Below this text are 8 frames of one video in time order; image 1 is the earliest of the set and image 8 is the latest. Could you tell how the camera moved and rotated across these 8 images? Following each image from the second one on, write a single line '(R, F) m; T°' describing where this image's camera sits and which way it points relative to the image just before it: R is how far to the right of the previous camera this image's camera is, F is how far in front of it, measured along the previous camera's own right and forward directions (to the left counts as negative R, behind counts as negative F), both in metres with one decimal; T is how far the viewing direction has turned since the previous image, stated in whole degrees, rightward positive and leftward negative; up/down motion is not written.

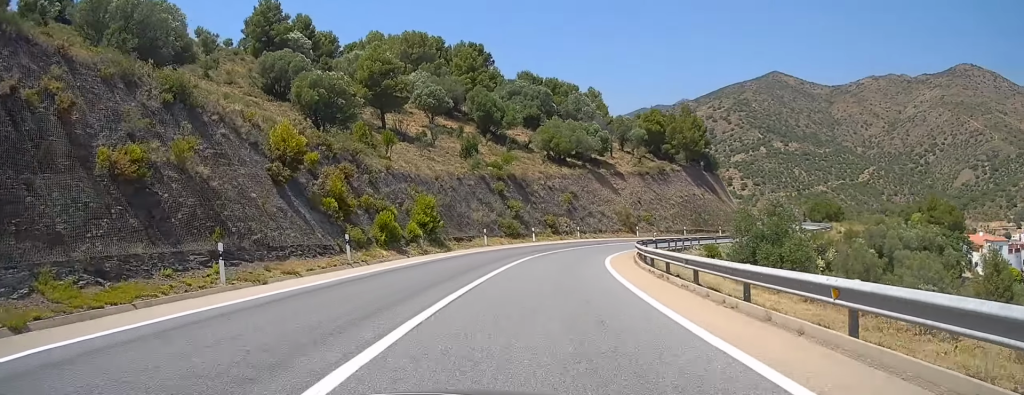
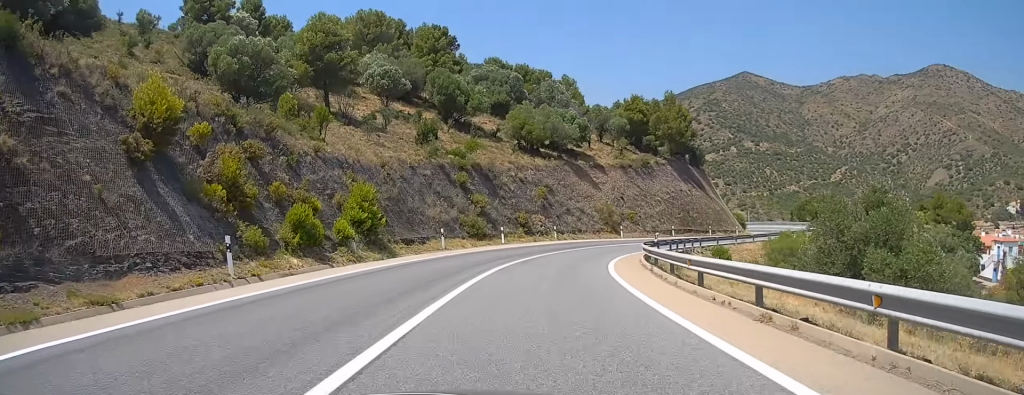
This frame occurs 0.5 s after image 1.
(+0.2, +9.0) m; +4°
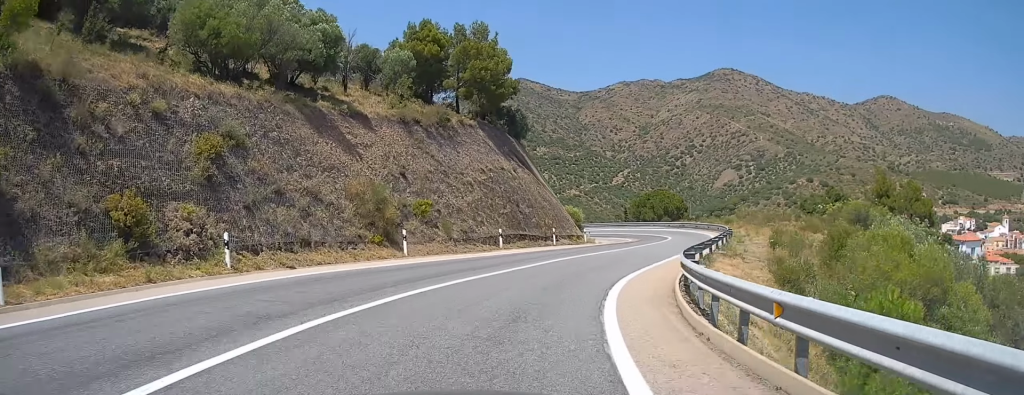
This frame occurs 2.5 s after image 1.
(+5.1, +32.0) m; +20°
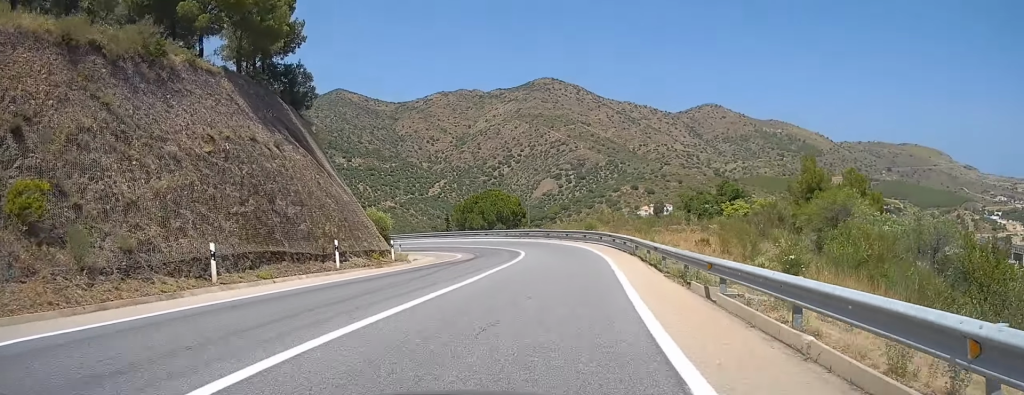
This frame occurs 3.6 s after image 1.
(+2.1, +18.4) m; +12°
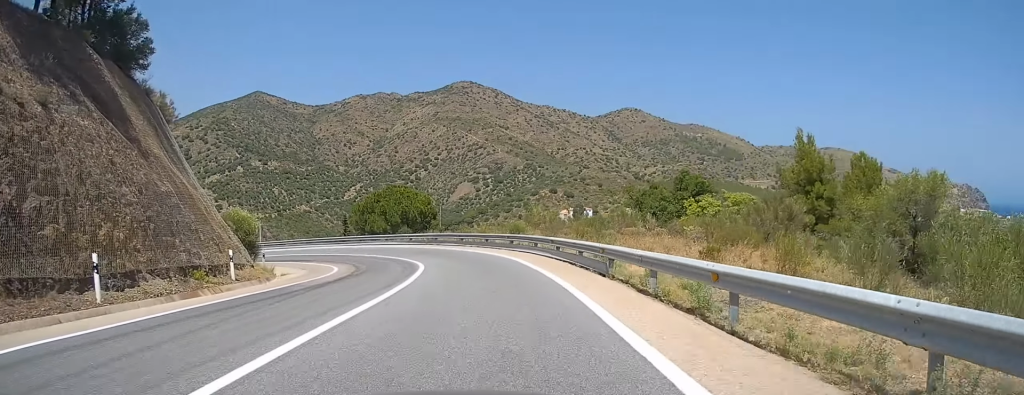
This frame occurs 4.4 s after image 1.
(+0.9, +11.7) m; +6°
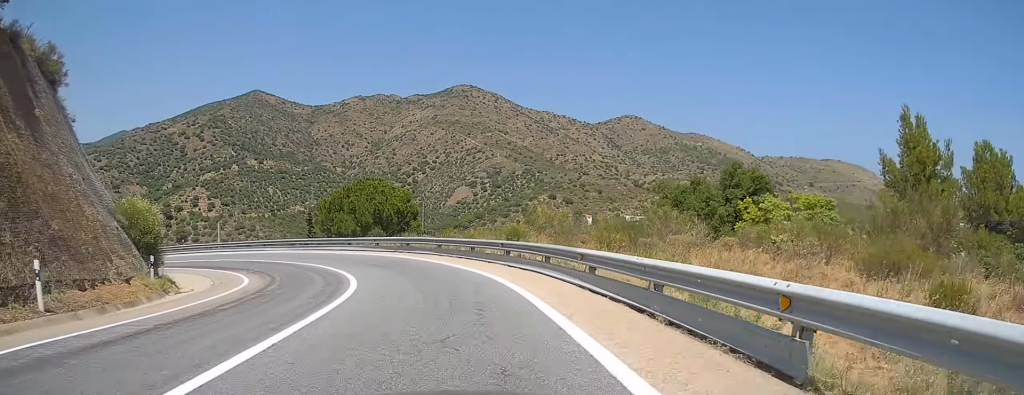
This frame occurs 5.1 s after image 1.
(+0.6, +10.6) m; 0°
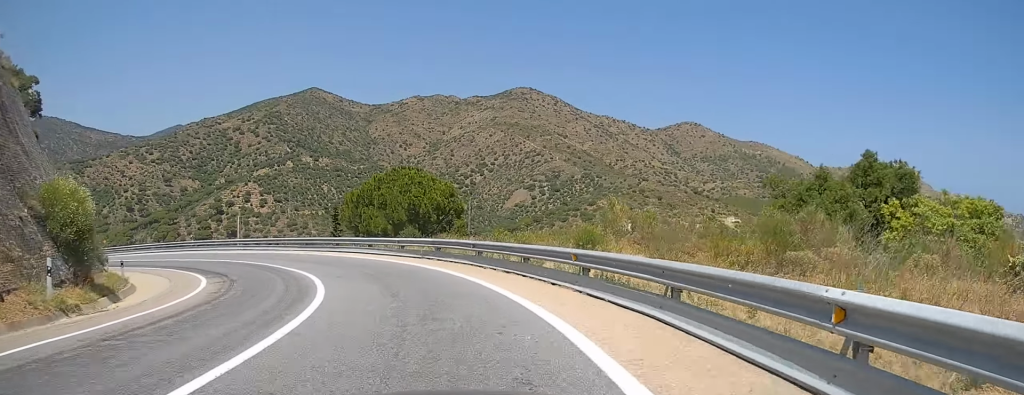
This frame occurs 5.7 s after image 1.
(-0.3, +8.6) m; -5°
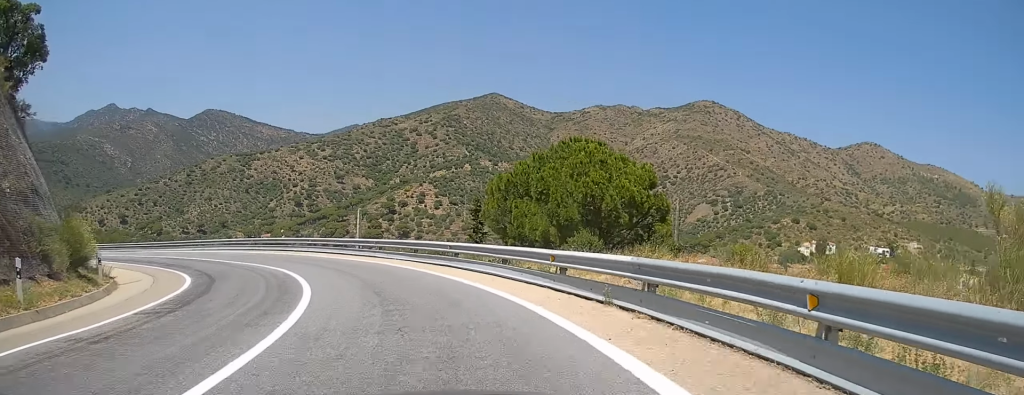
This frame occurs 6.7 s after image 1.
(-1.3, +14.5) m; -14°
